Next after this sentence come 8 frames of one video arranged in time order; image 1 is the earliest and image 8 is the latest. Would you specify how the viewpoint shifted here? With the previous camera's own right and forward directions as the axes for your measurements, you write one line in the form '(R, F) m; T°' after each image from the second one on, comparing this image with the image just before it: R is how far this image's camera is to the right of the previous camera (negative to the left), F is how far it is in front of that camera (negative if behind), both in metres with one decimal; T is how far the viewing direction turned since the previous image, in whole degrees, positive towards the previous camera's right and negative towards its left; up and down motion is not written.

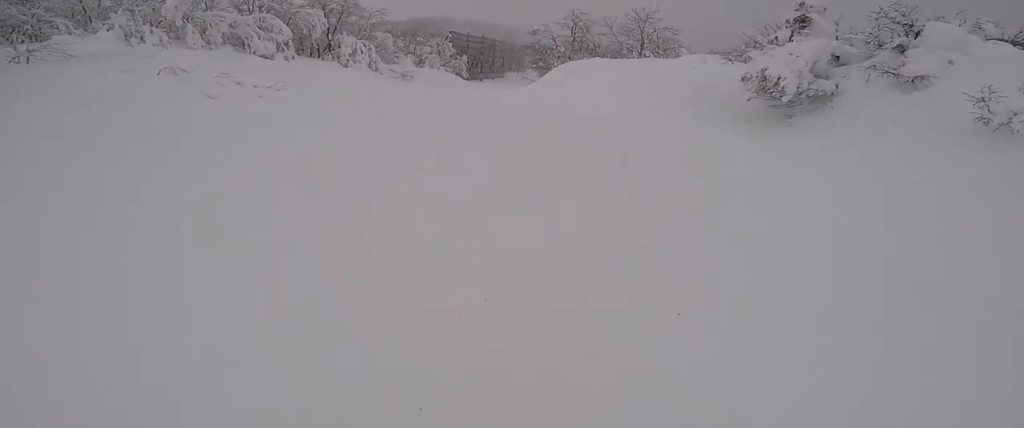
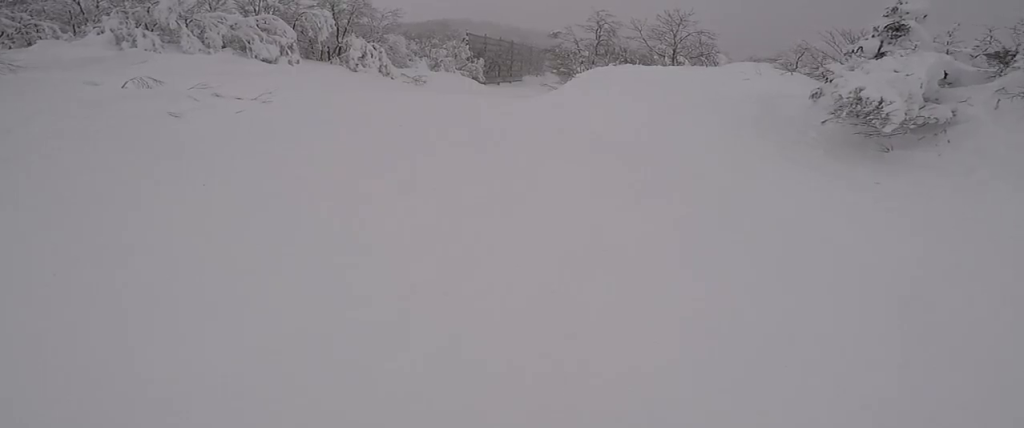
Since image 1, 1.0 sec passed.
(0.0, +2.6) m; -7°
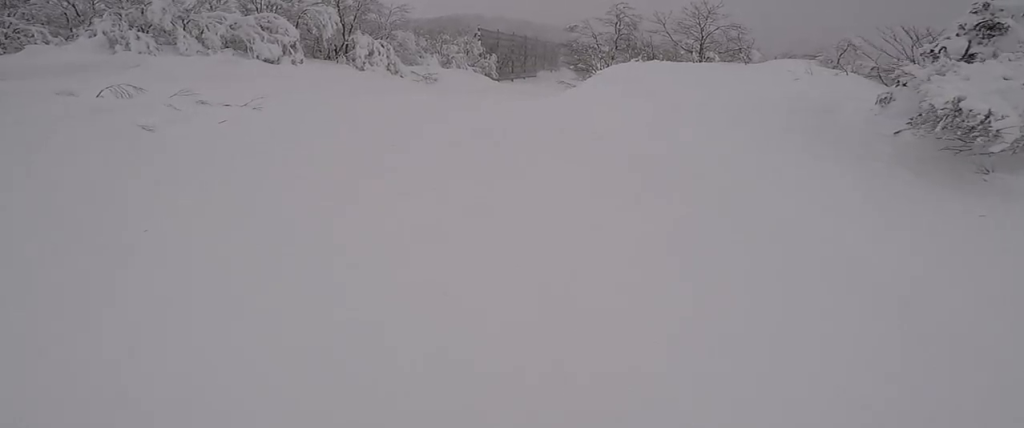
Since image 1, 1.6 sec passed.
(-0.2, +1.6) m; -3°
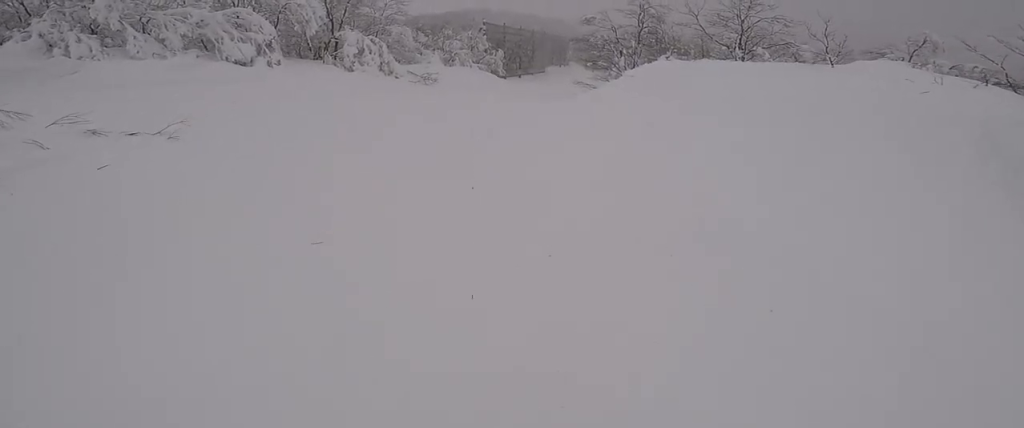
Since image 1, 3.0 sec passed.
(-0.1, +4.2) m; -1°
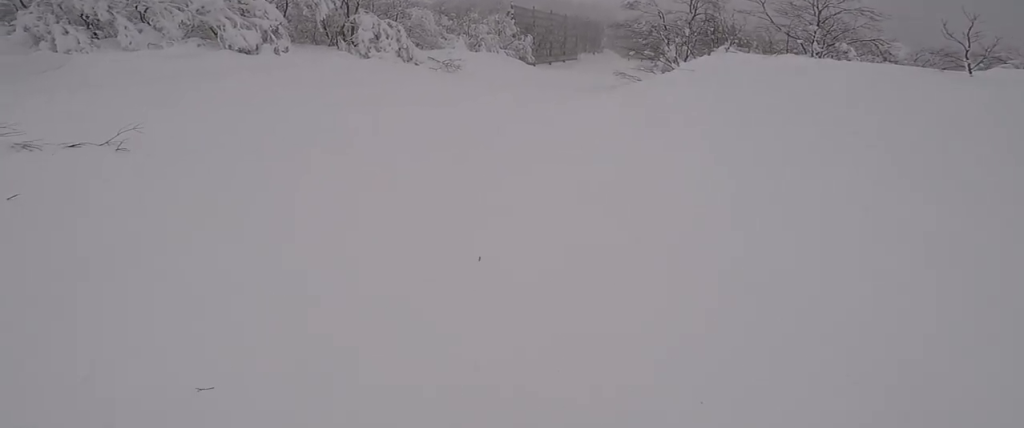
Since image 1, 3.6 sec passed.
(0.0, +2.3) m; +1°
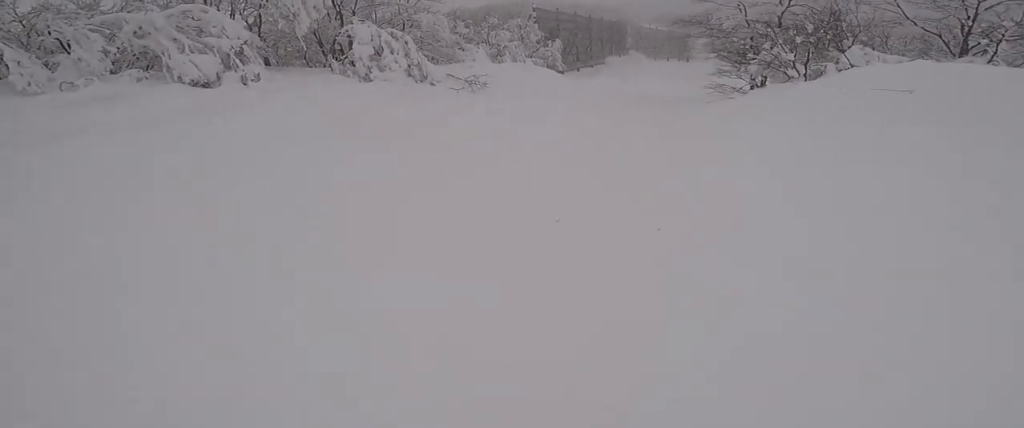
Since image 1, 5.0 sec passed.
(+0.1, +5.9) m; +5°
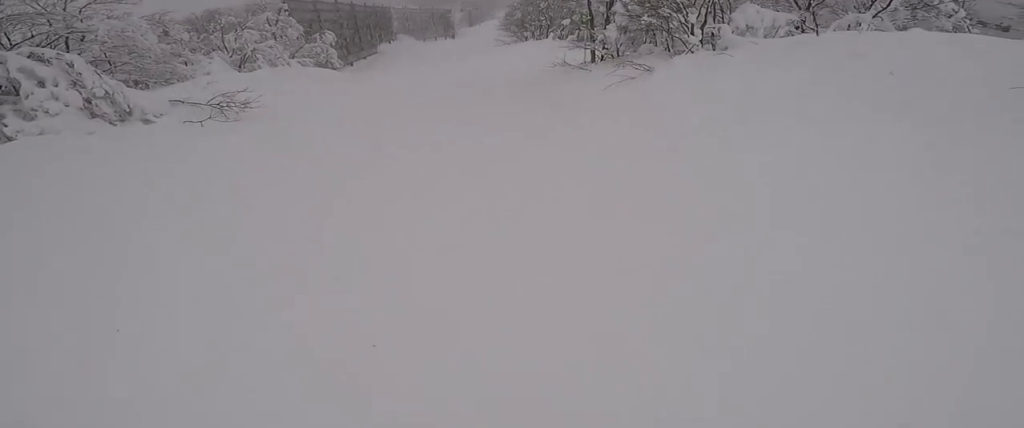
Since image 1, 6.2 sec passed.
(+0.5, +5.6) m; +8°
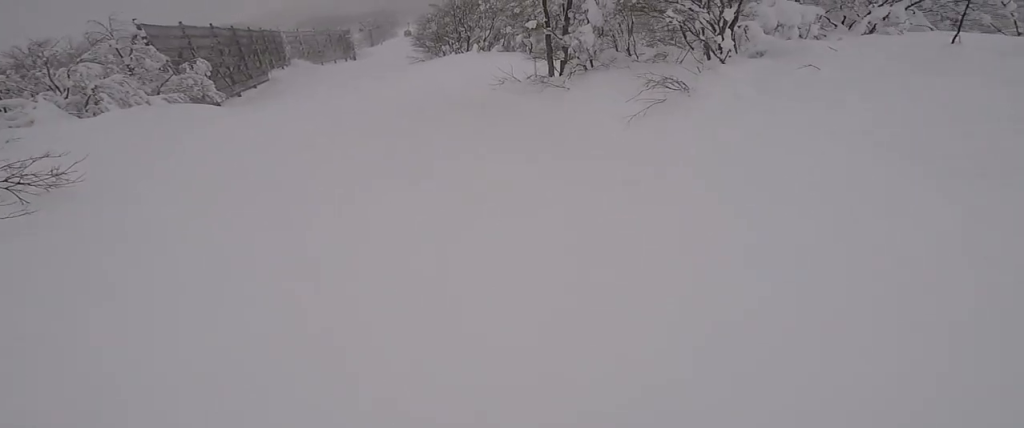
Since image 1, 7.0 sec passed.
(+0.1, +4.4) m; +4°
